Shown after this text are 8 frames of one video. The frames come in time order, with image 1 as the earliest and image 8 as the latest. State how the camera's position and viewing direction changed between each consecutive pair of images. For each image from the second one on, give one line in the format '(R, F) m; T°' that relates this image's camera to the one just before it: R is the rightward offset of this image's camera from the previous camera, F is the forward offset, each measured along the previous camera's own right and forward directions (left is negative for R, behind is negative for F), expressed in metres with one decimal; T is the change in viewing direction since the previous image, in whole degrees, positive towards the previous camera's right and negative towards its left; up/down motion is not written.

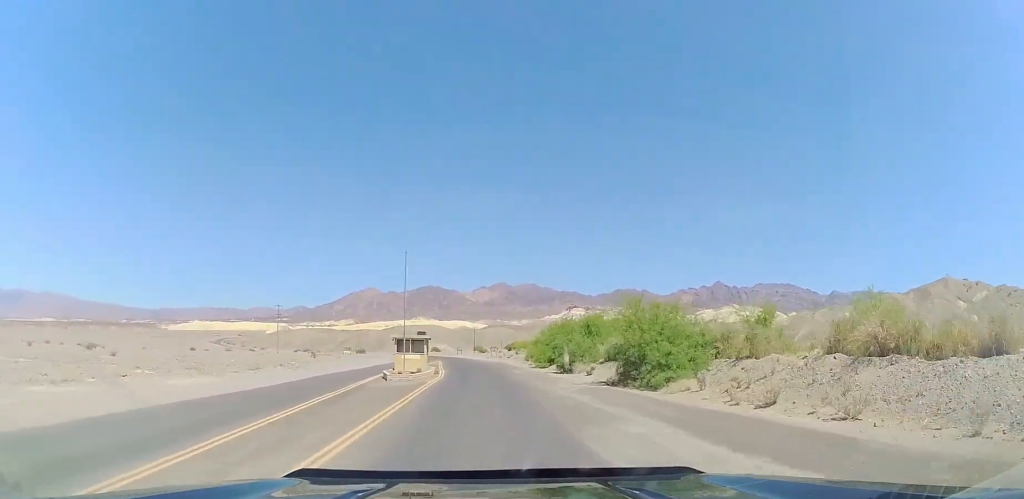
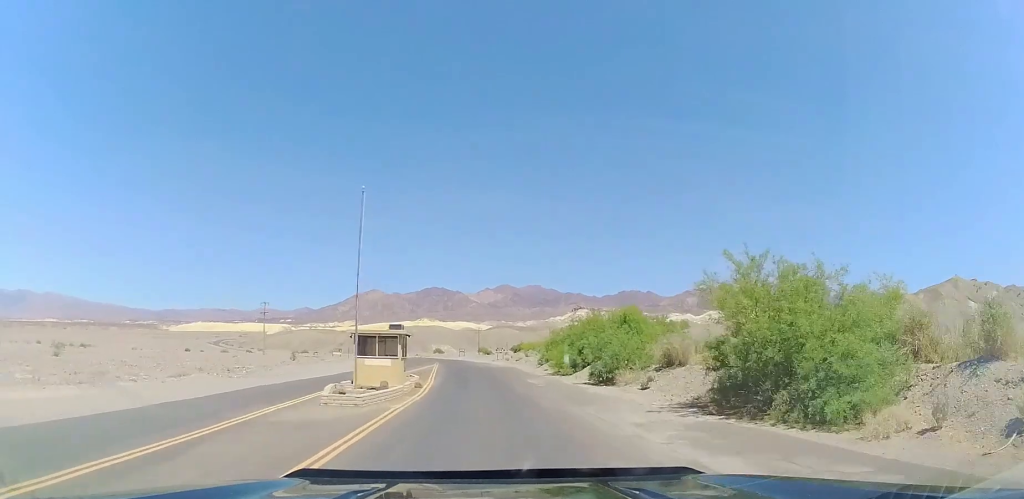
(+0.1, +11.0) m; -1°
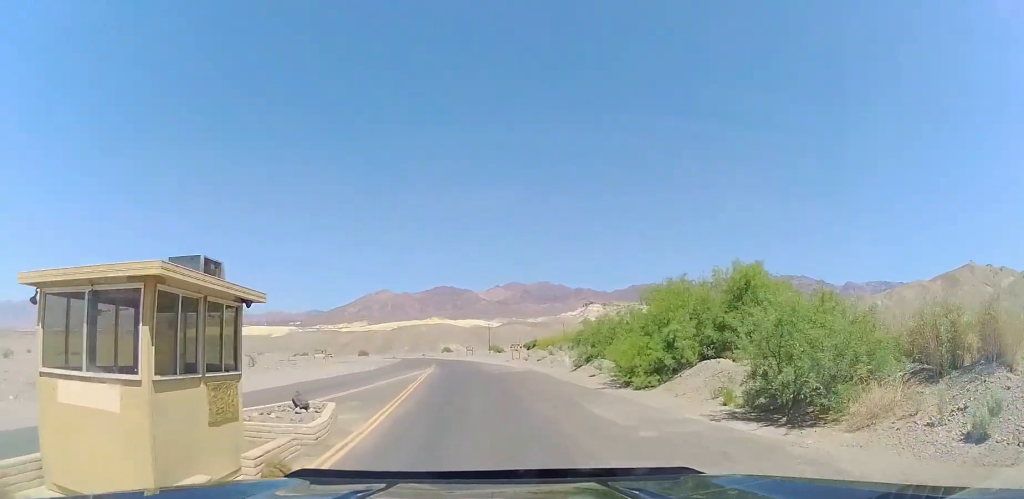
(-0.1, +17.0) m; 0°
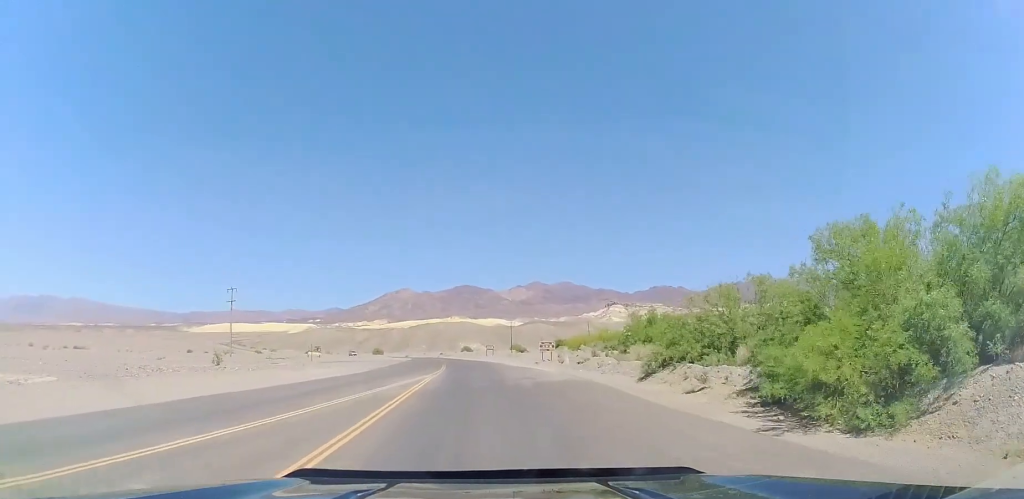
(-0.3, +12.6) m; -3°
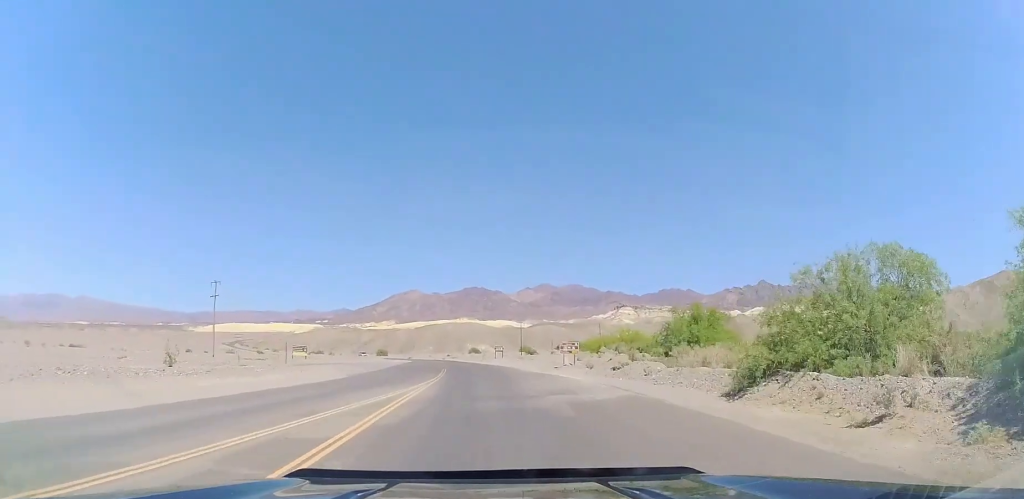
(-0.1, +9.3) m; 0°
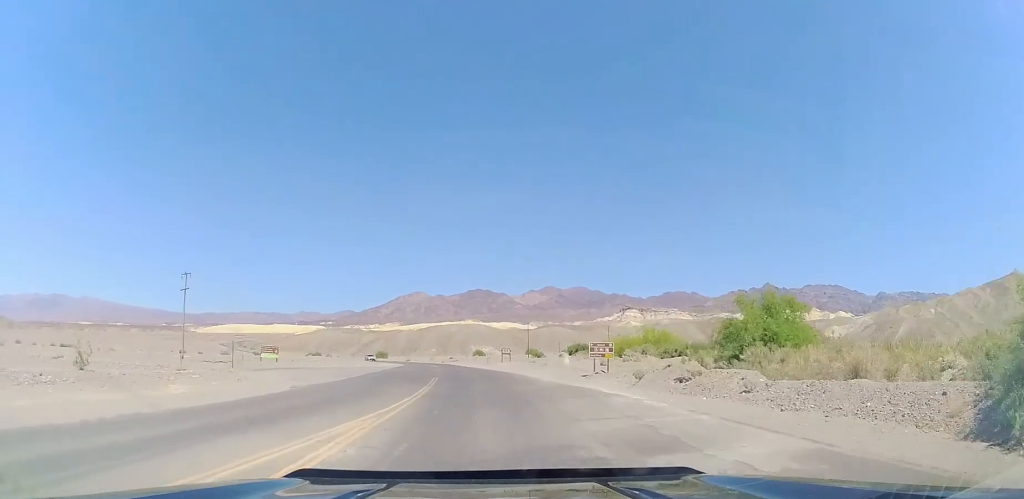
(+0.1, +11.1) m; -1°
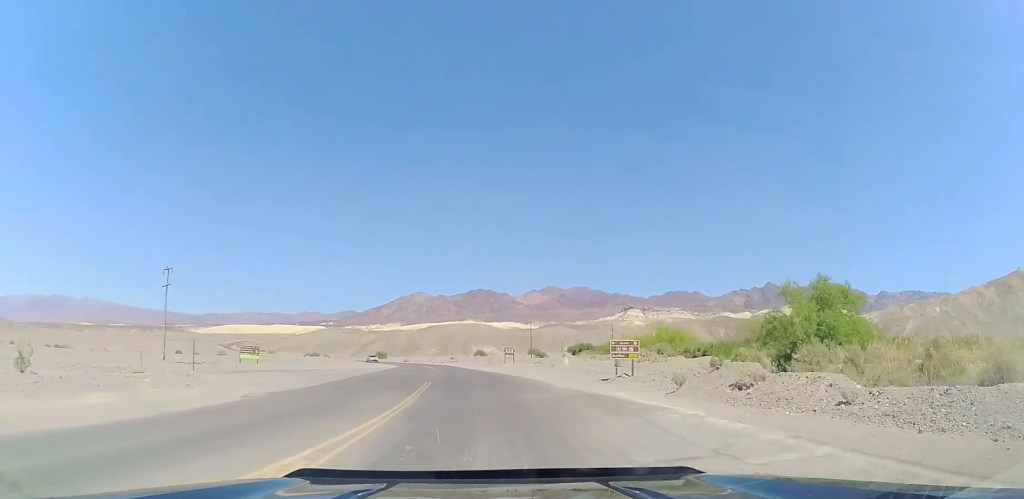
(0.0, +5.5) m; -1°
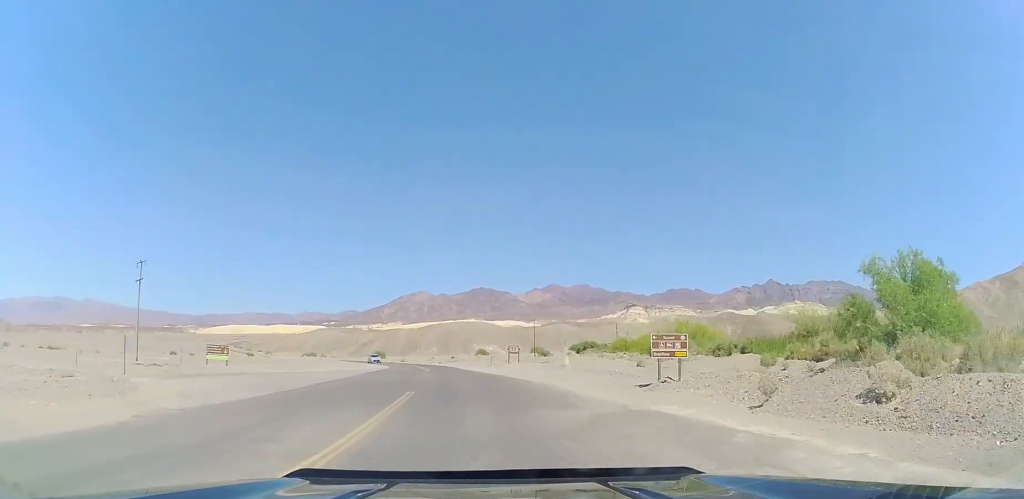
(-0.2, +7.0) m; -1°
